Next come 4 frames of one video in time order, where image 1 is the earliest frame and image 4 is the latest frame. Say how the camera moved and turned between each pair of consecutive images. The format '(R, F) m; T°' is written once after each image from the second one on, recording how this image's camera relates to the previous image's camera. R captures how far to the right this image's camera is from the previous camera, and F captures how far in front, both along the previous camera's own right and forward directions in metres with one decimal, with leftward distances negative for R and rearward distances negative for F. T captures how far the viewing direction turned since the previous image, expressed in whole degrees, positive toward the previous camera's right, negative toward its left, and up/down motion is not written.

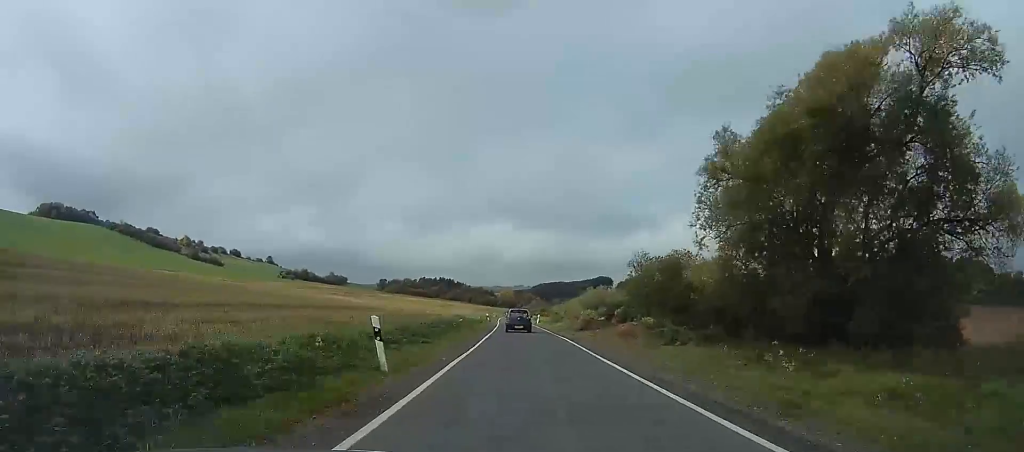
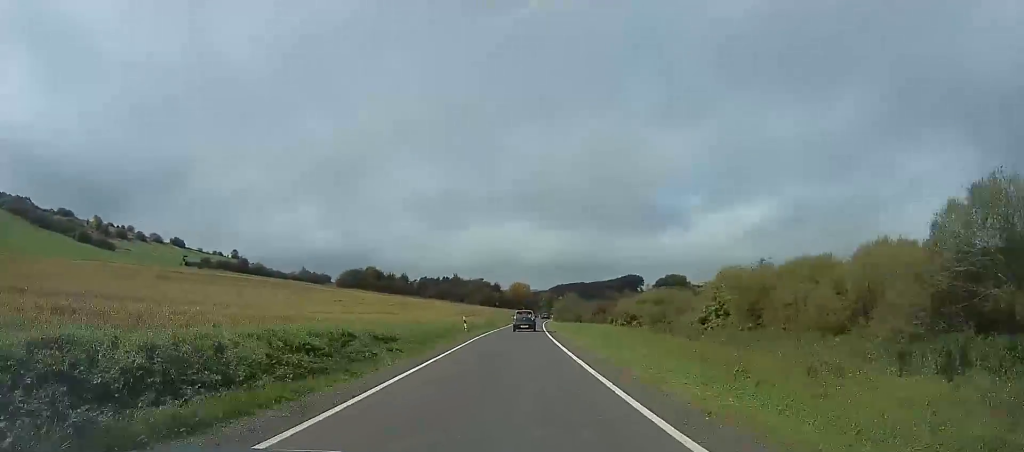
(-4.5, +80.3) m; -1°
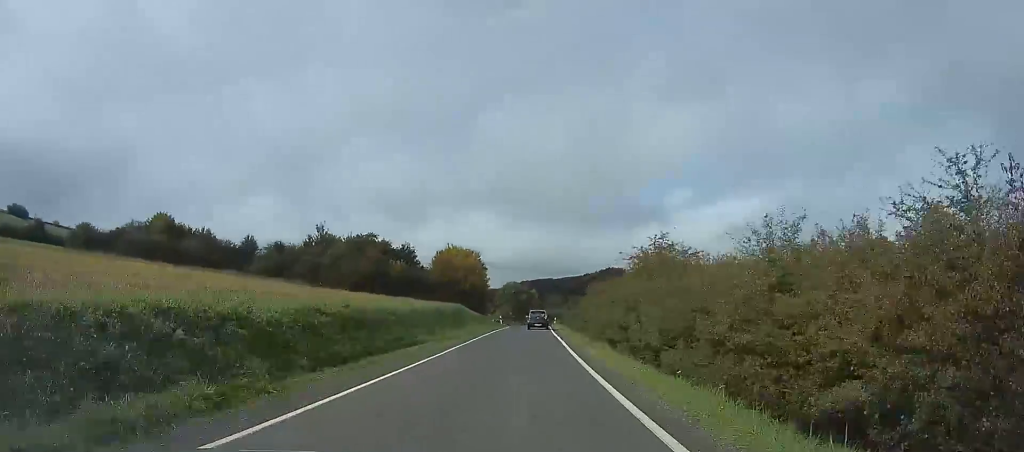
(-1.7, +87.3) m; 0°
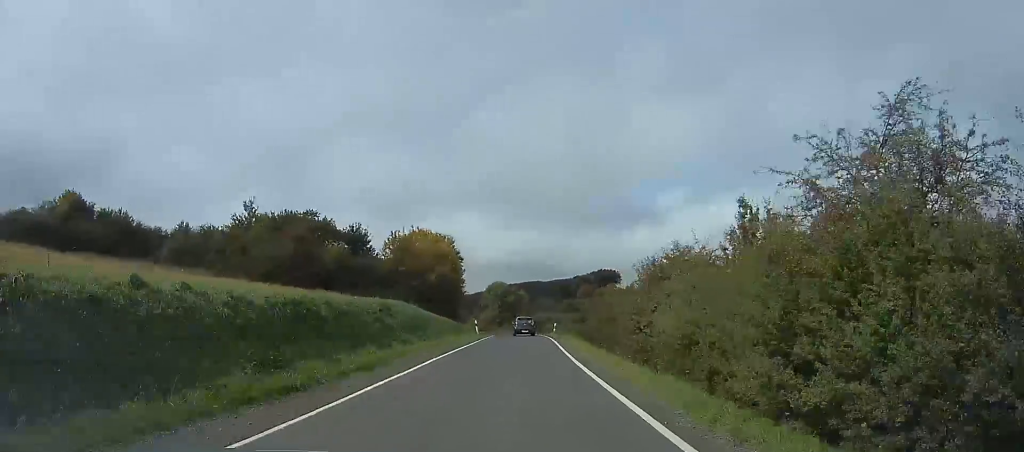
(+1.0, +17.9) m; +3°
